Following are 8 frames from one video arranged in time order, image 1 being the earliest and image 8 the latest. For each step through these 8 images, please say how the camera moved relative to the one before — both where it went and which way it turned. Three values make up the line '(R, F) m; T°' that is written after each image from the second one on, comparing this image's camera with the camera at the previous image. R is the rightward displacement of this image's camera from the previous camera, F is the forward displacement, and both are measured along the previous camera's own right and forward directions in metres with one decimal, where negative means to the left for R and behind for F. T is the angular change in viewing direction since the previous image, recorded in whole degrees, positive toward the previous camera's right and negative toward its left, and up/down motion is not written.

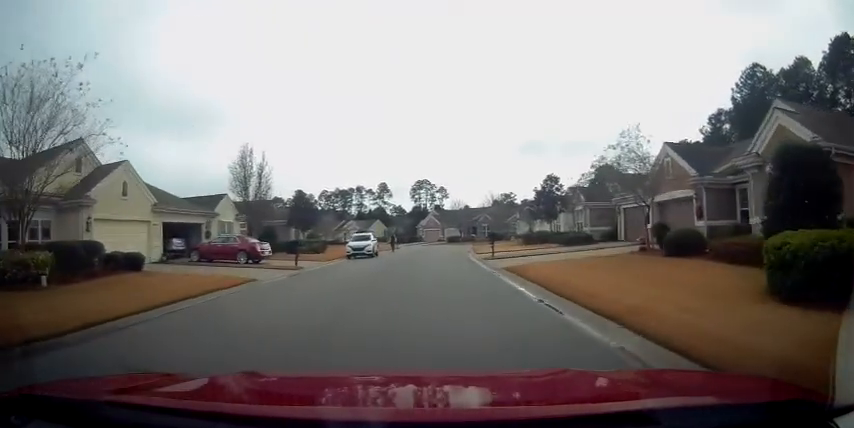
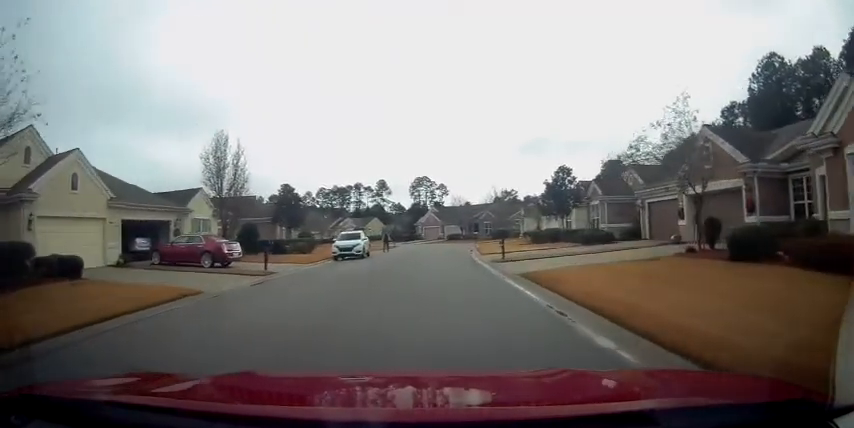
(+0.2, +4.0) m; +1°
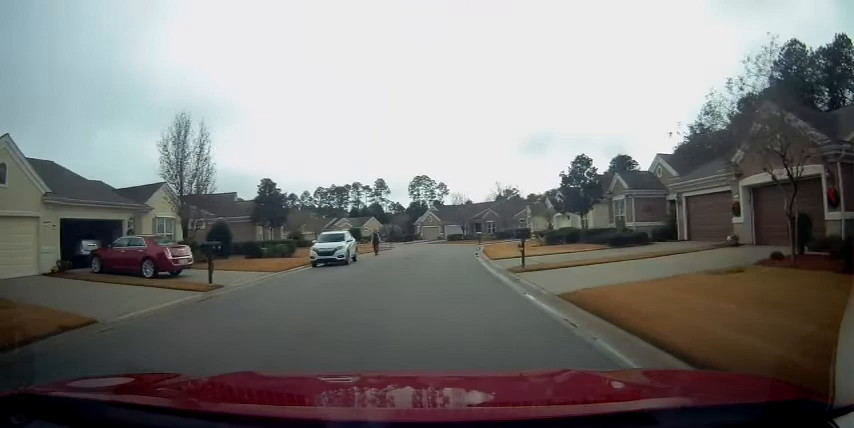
(+0.1, +4.7) m; +1°
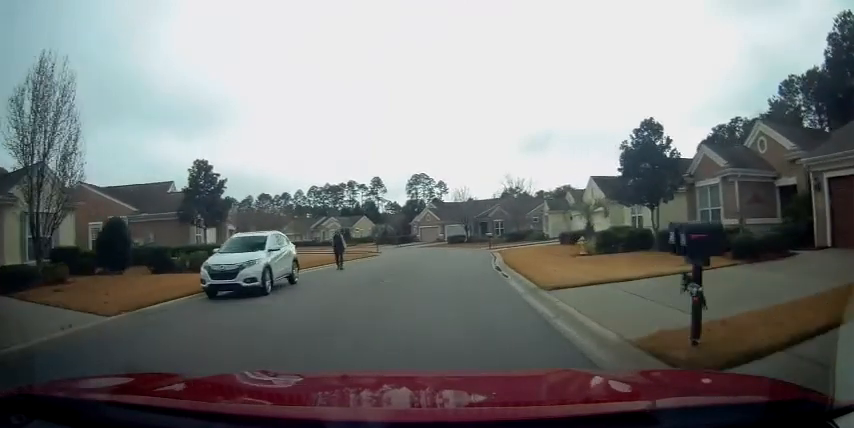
(0.0, +10.8) m; 0°
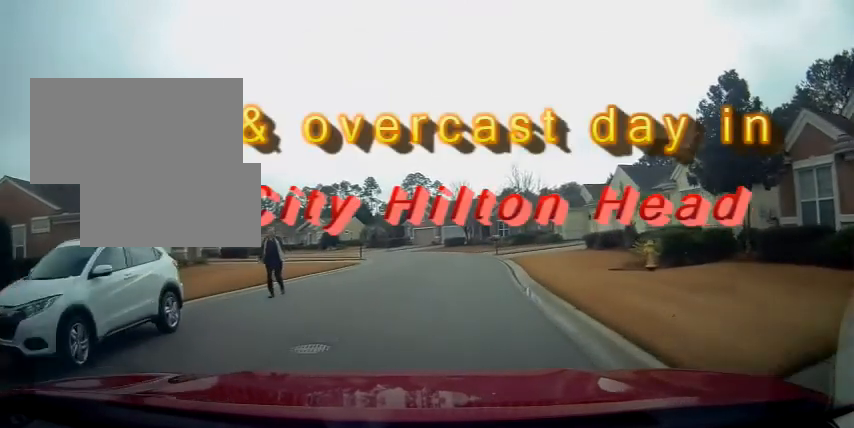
(0.0, +7.2) m; 0°
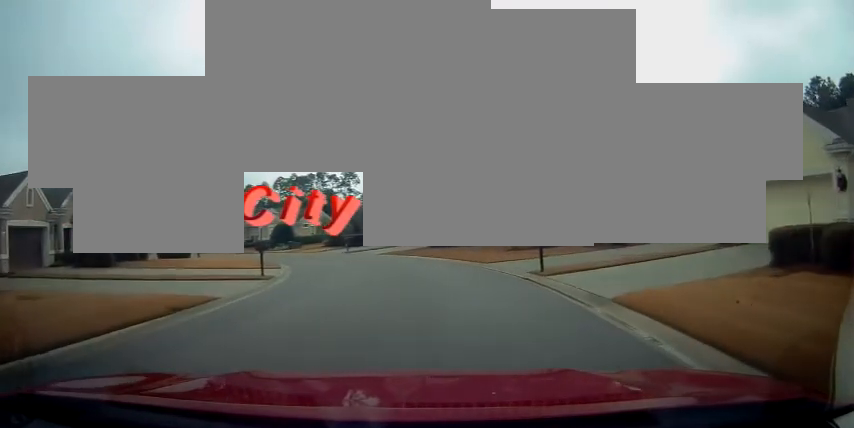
(0.0, +18.0) m; 0°
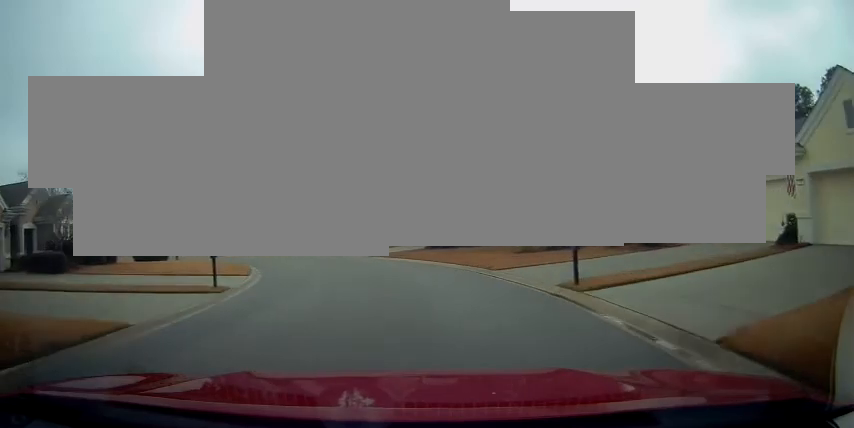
(0.0, +3.9) m; -1°
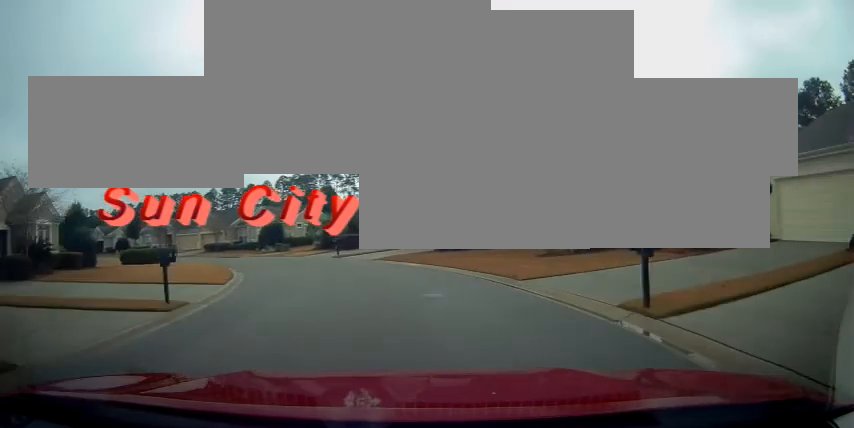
(-0.1, +3.3) m; -1°
